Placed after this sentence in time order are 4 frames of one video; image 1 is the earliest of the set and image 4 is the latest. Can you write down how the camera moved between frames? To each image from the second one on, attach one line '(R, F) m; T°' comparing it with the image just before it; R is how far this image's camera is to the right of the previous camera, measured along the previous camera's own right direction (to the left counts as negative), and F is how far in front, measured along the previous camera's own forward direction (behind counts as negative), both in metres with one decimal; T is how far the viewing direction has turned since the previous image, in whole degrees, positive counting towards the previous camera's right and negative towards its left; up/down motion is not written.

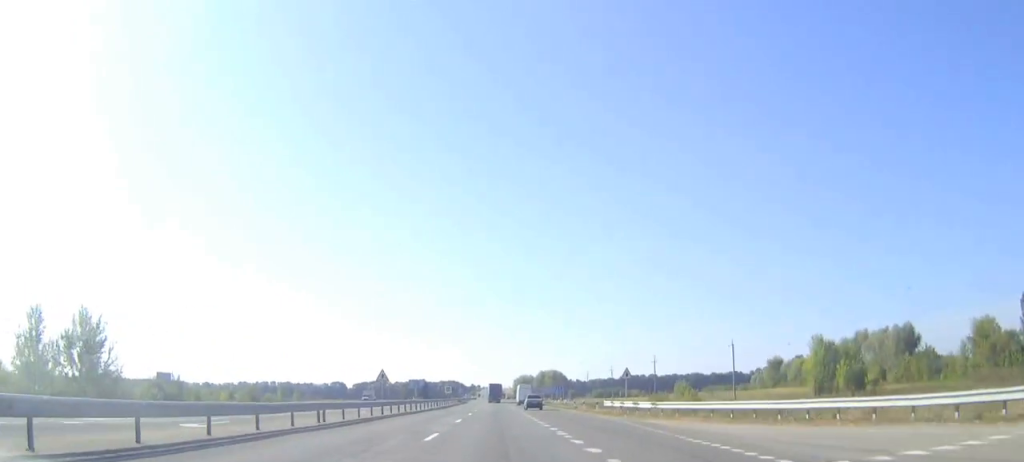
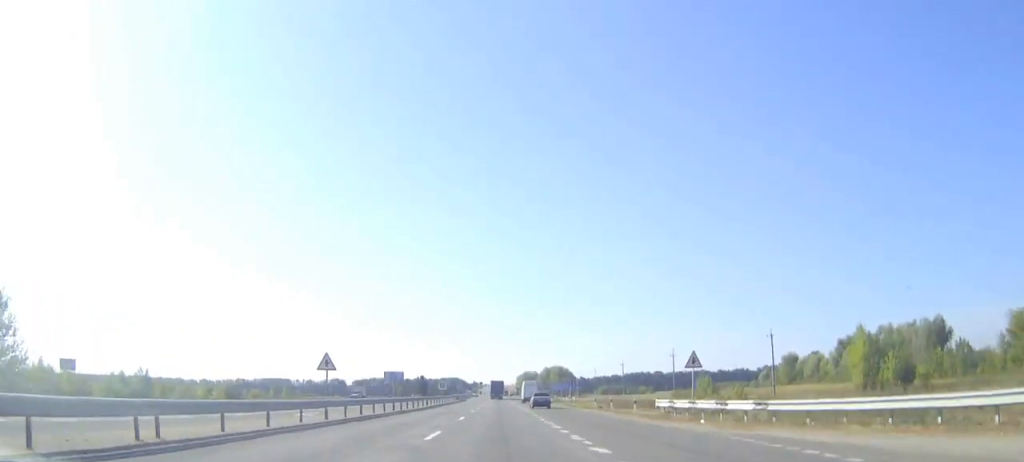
(0.0, +16.1) m; 0°
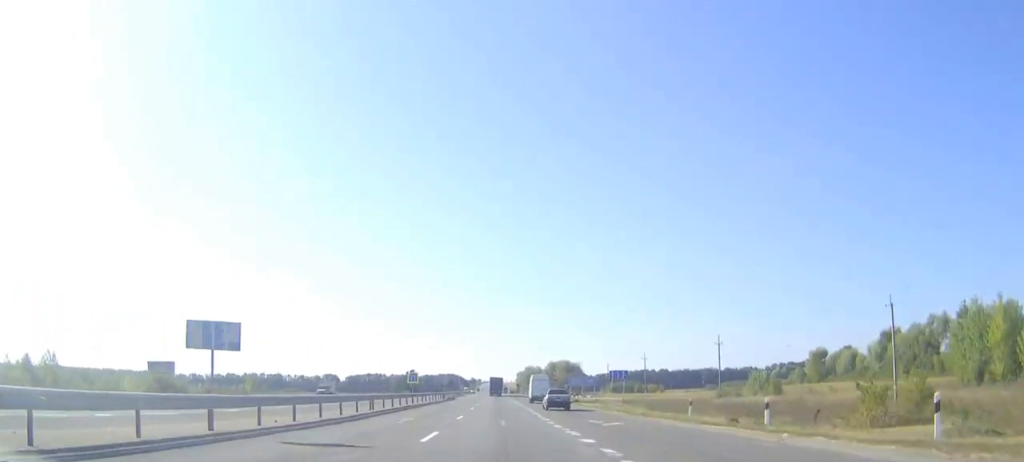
(-0.1, +33.0) m; 0°
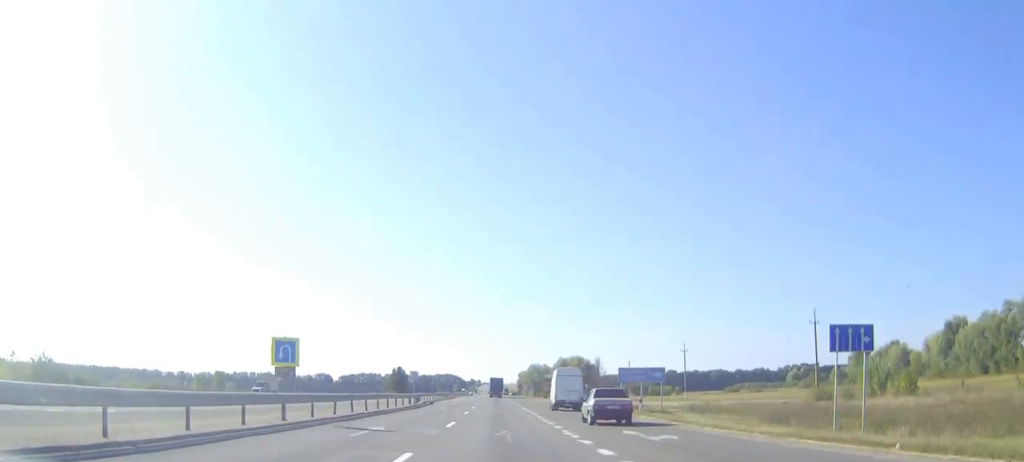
(0.0, +38.6) m; 0°
